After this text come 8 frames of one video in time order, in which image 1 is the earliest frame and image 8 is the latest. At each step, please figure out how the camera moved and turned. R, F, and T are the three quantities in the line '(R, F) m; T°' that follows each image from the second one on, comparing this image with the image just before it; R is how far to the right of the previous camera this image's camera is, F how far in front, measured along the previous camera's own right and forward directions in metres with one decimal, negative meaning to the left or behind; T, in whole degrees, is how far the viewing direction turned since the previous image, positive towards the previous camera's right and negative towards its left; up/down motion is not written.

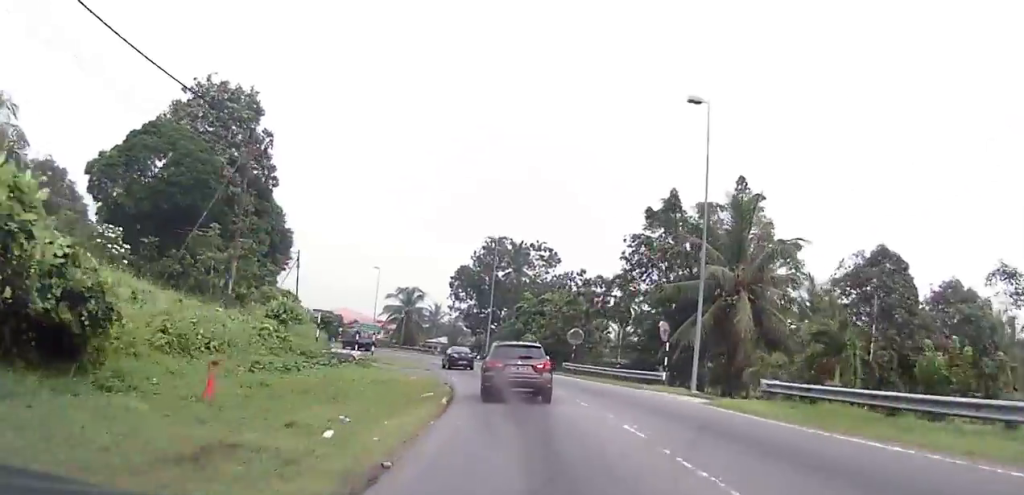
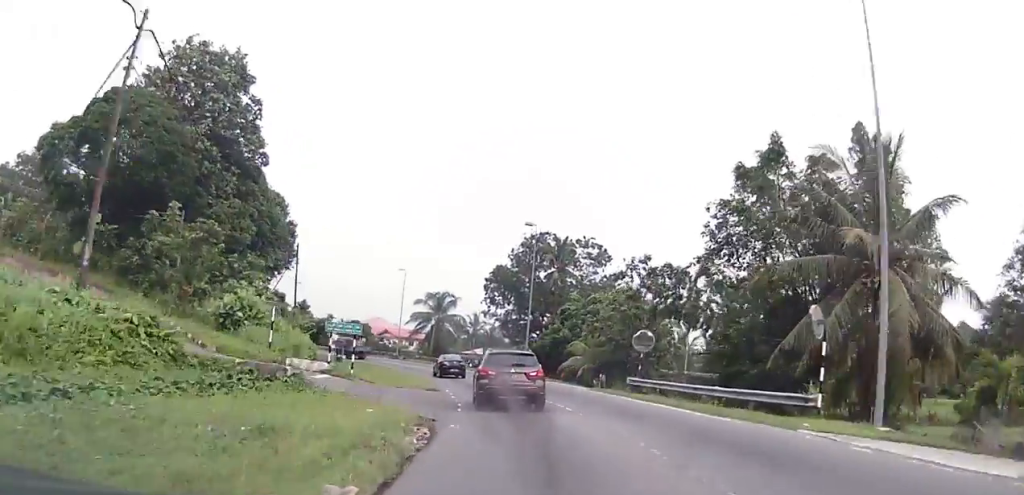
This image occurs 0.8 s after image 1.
(-0.1, +12.9) m; -3°
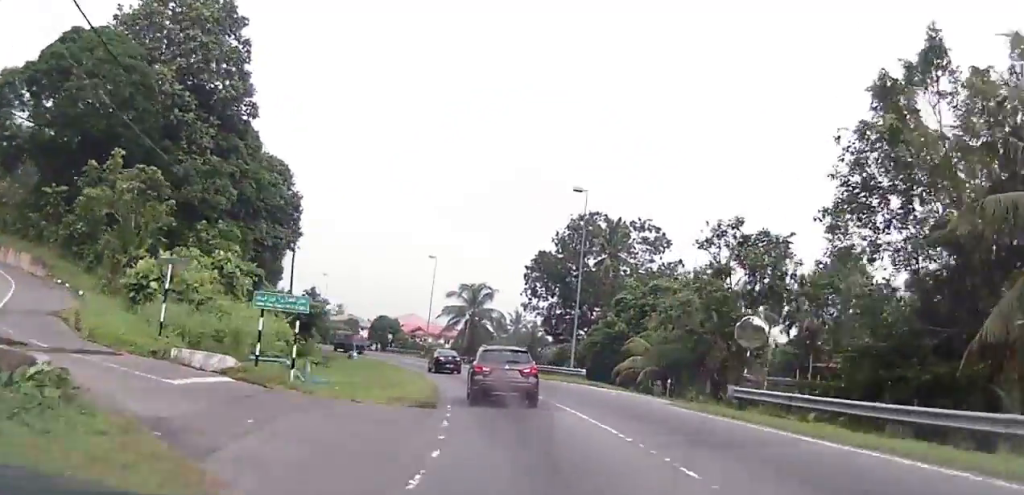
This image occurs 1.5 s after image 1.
(-0.1, +11.3) m; -4°
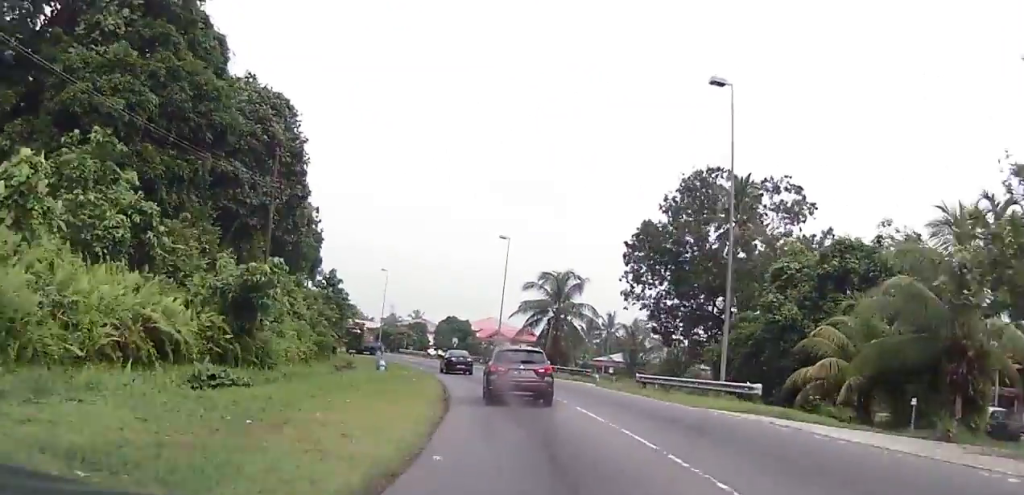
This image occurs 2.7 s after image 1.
(-1.8, +18.7) m; -8°
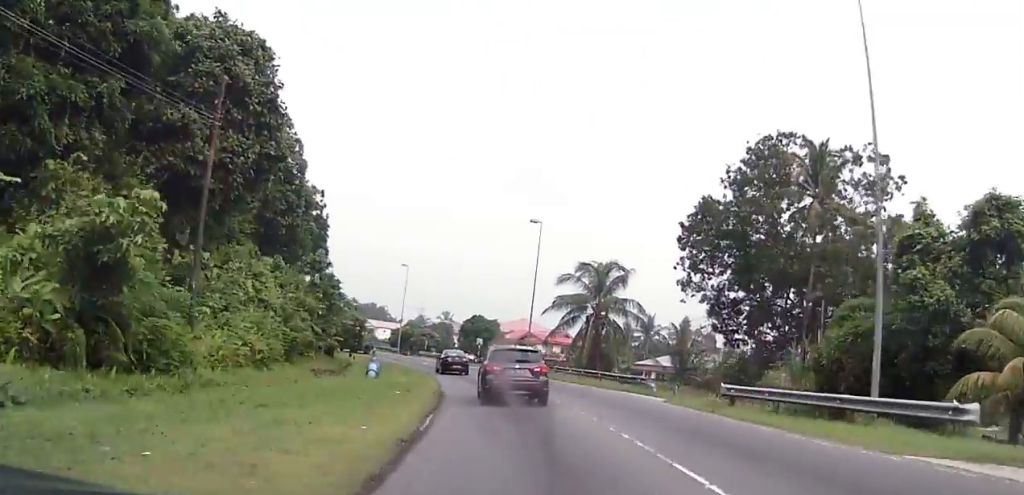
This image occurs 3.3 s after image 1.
(-0.2, +9.7) m; -3°
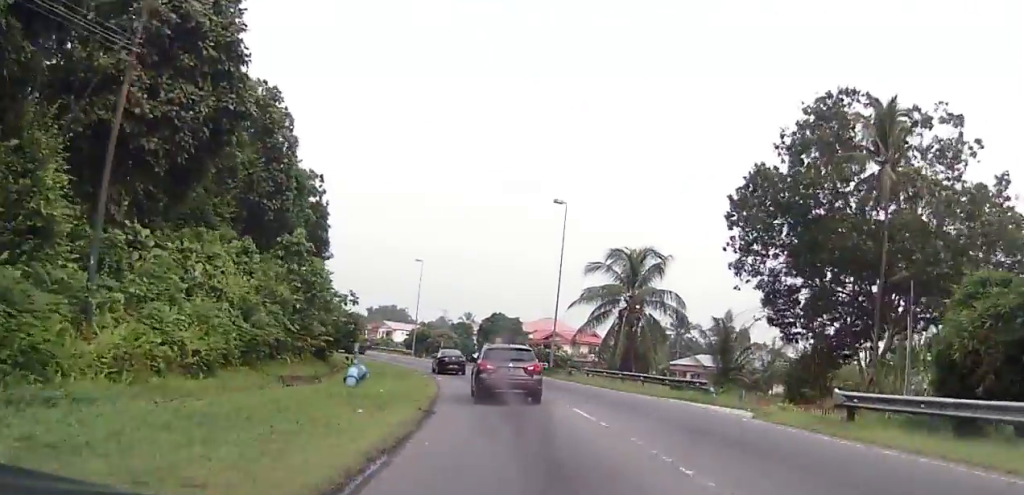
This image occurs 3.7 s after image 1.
(-0.2, +7.1) m; -3°
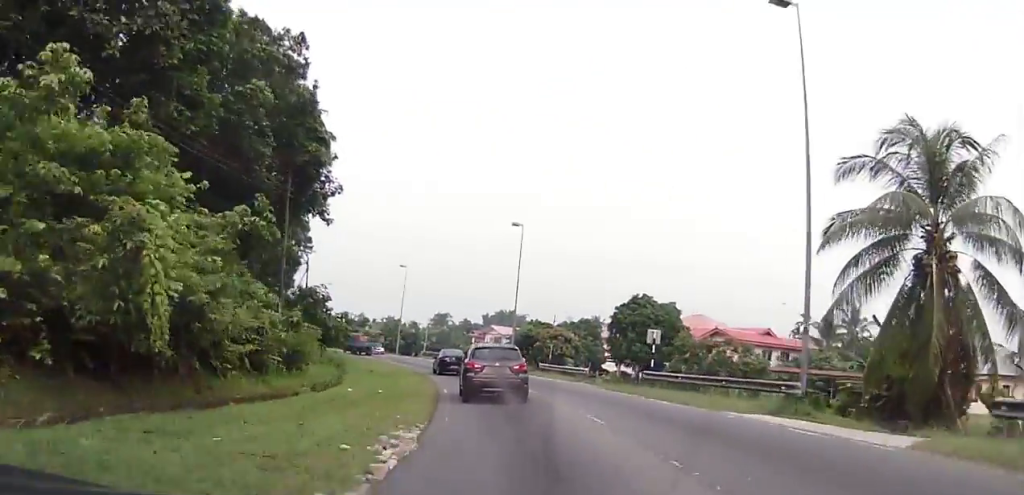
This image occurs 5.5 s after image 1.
(-3.2, +29.8) m; -11°
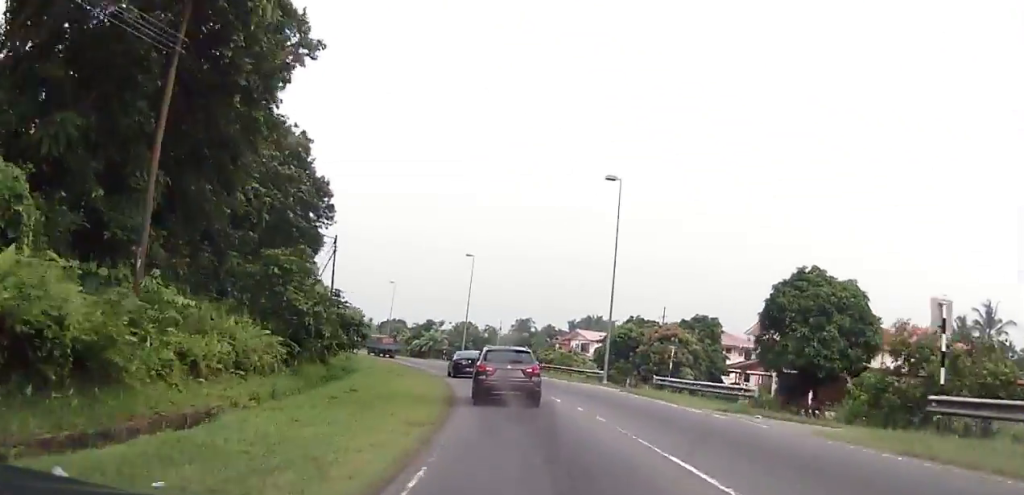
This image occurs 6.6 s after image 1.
(-0.5, +17.4) m; -5°
